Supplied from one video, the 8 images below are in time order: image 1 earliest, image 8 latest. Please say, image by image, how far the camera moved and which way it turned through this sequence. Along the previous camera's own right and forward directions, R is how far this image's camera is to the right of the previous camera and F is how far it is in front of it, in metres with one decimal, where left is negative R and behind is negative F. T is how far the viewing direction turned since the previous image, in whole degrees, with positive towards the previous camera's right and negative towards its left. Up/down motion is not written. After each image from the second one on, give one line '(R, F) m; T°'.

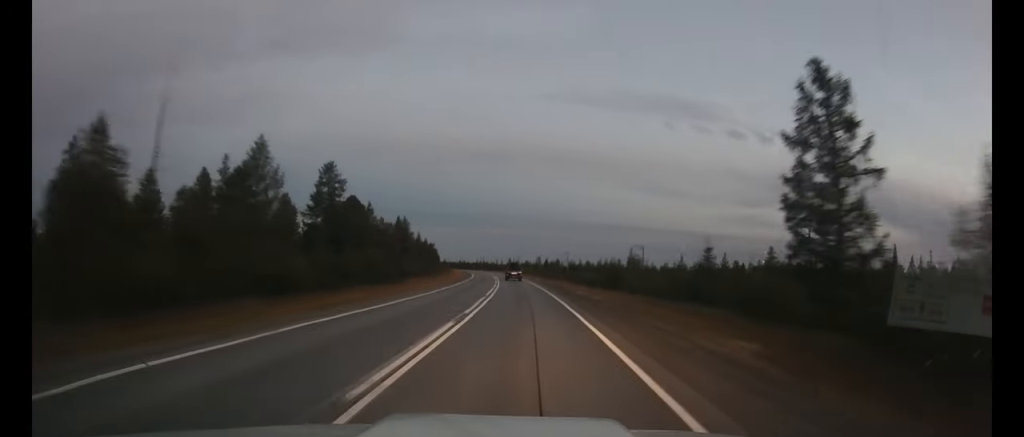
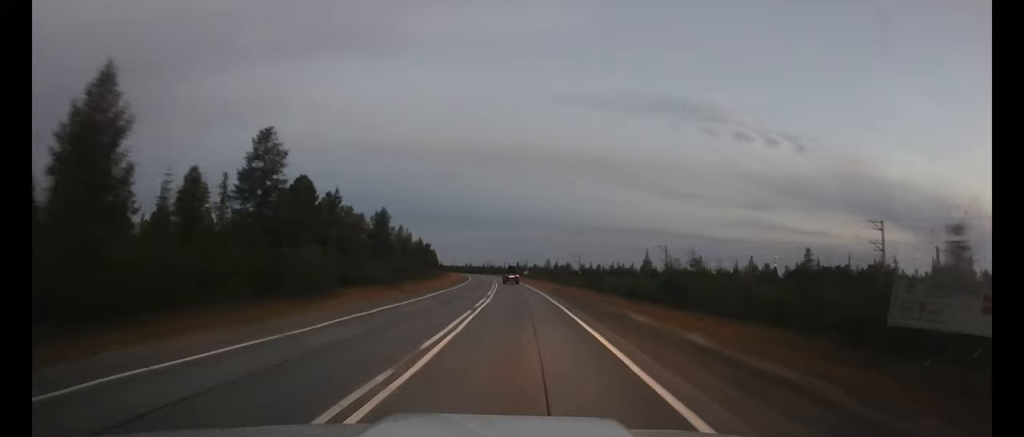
(-0.1, +19.5) m; -1°
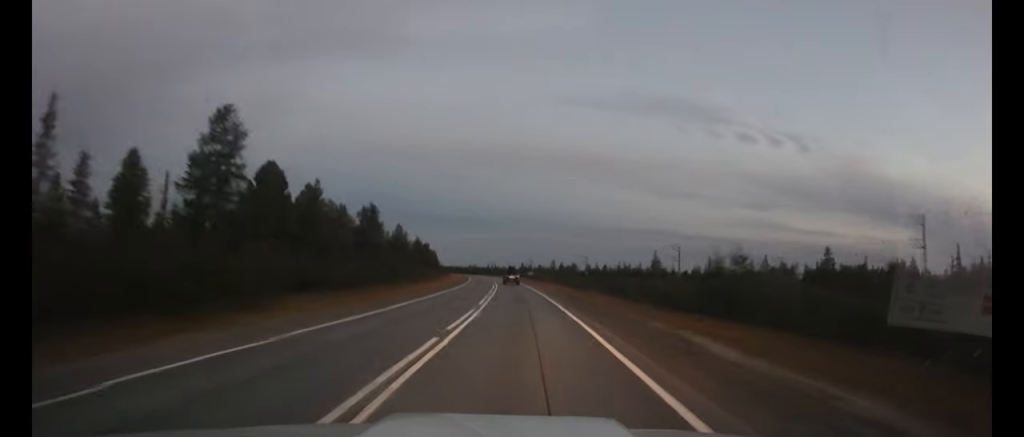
(-0.1, +8.6) m; 0°
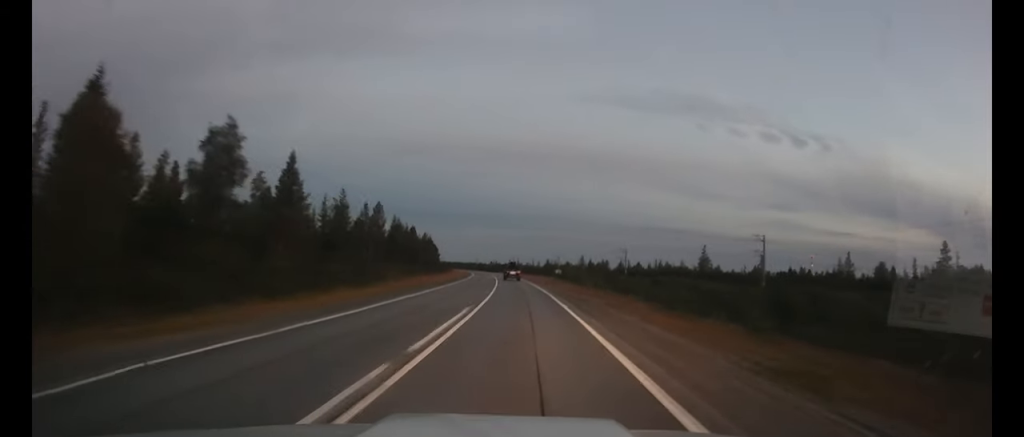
(-0.7, +40.1) m; -2°
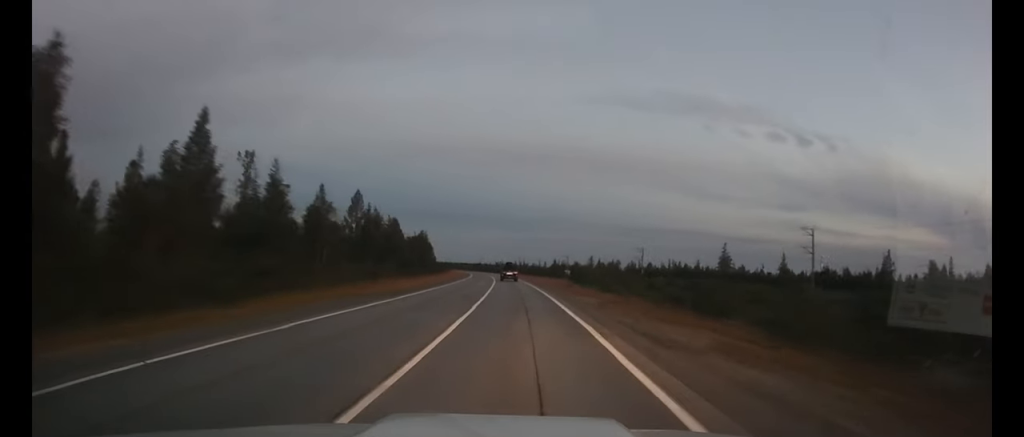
(-0.1, +17.2) m; -1°
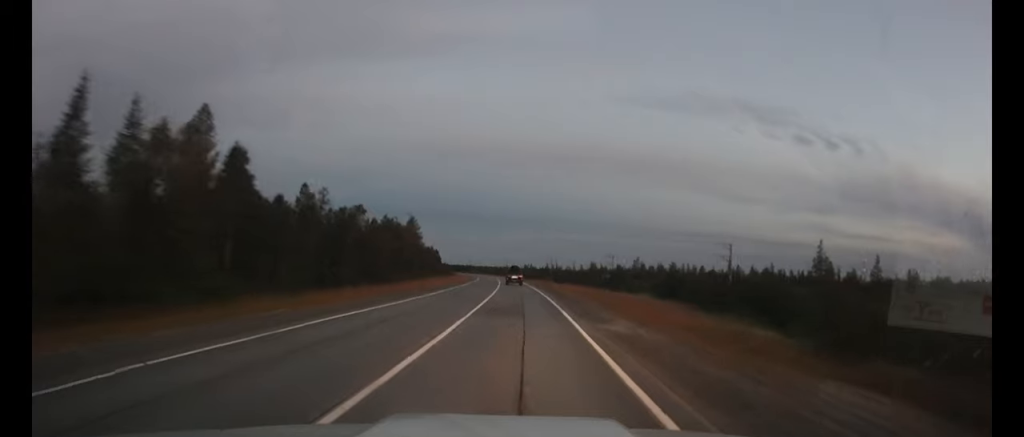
(-1.4, +54.6) m; -3°
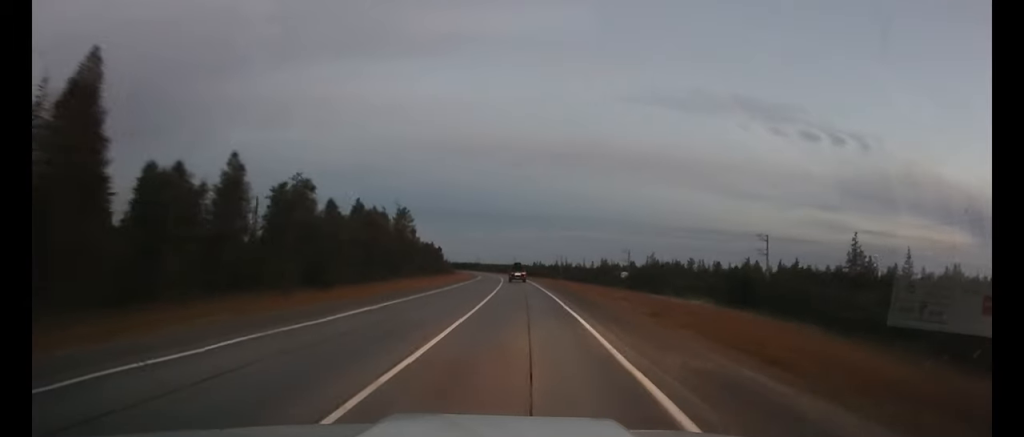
(-0.1, +15.5) m; -1°
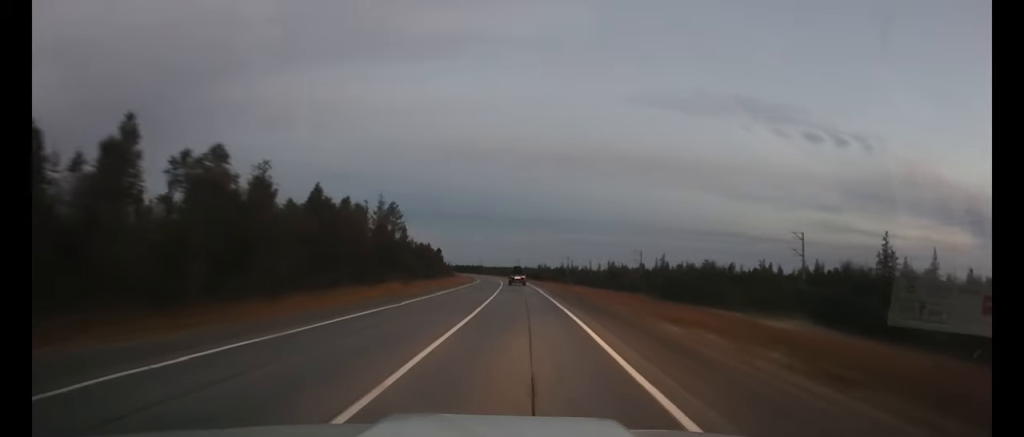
(-0.1, +13.2) m; -1°
